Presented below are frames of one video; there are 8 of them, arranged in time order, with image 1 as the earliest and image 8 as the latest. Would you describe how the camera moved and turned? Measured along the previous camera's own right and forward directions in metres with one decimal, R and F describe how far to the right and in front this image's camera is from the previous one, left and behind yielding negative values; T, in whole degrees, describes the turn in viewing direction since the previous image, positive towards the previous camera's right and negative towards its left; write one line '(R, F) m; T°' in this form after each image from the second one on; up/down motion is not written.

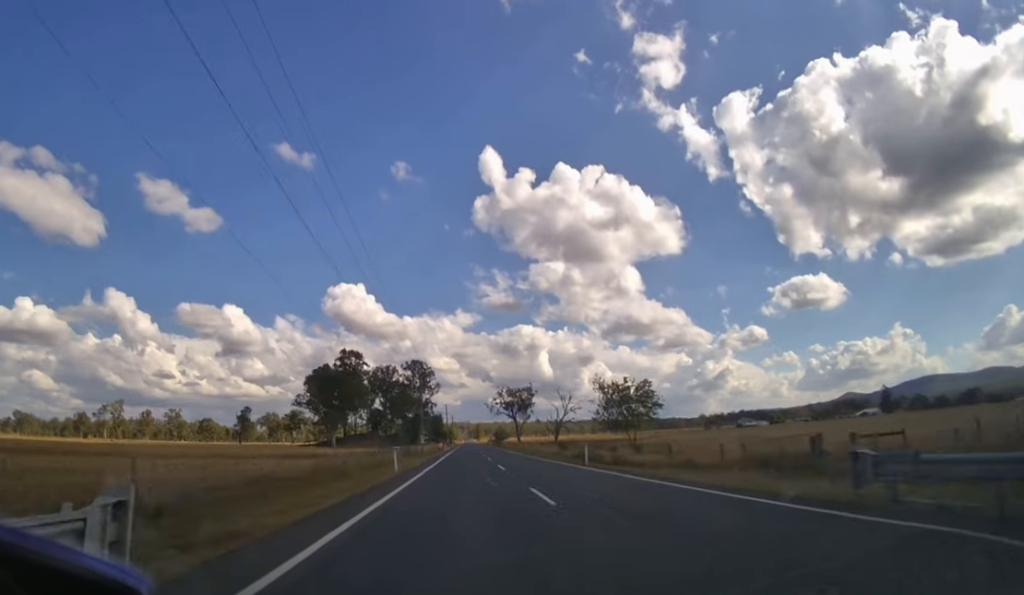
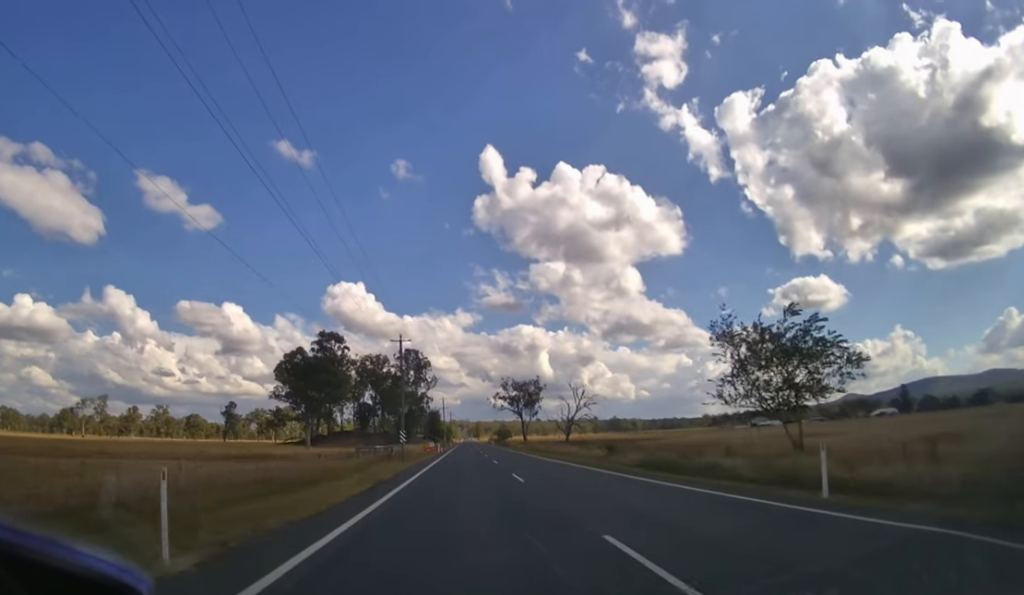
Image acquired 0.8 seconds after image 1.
(0.0, +19.2) m; 0°
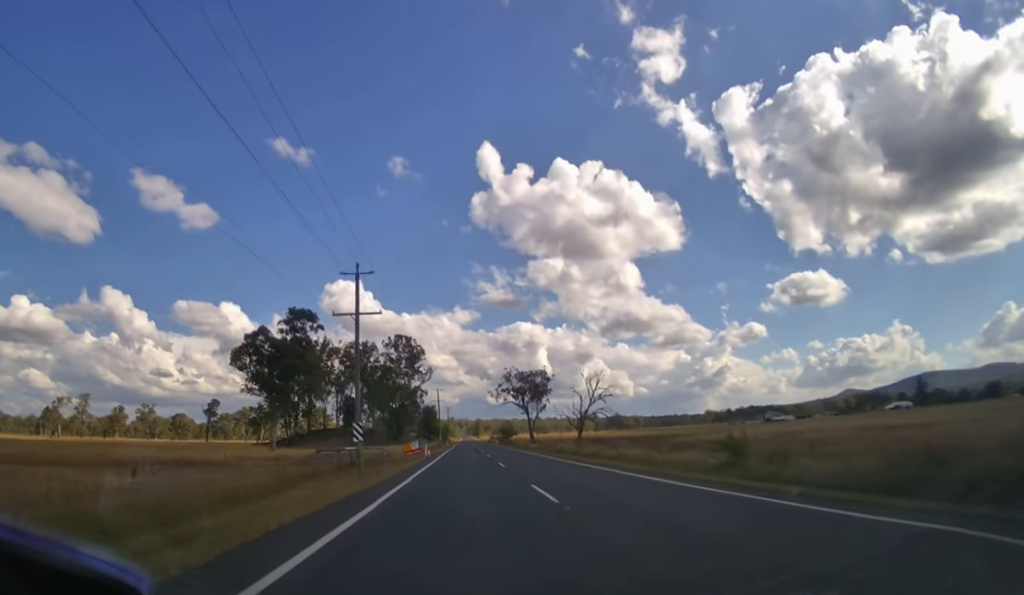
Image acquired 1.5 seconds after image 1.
(0.0, +16.2) m; 0°
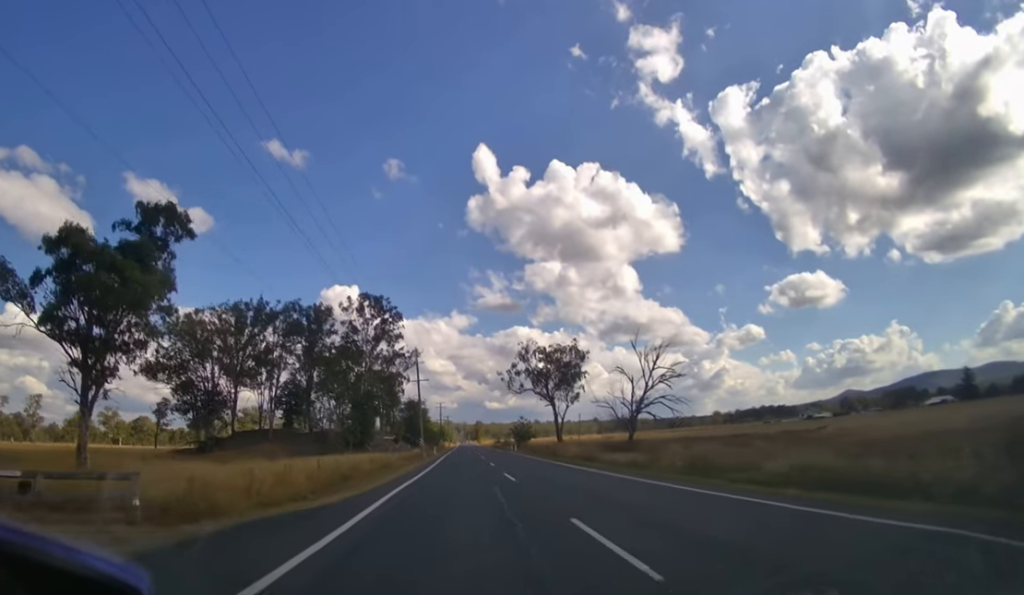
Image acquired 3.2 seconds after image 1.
(+0.1, +36.5) m; 0°
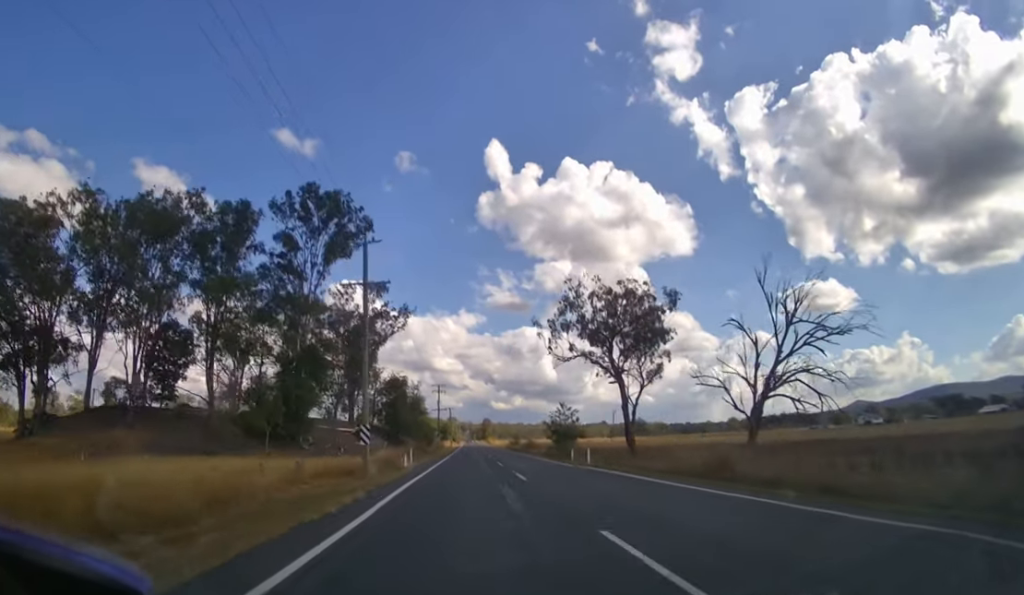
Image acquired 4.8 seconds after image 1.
(-0.1, +33.2) m; 0°
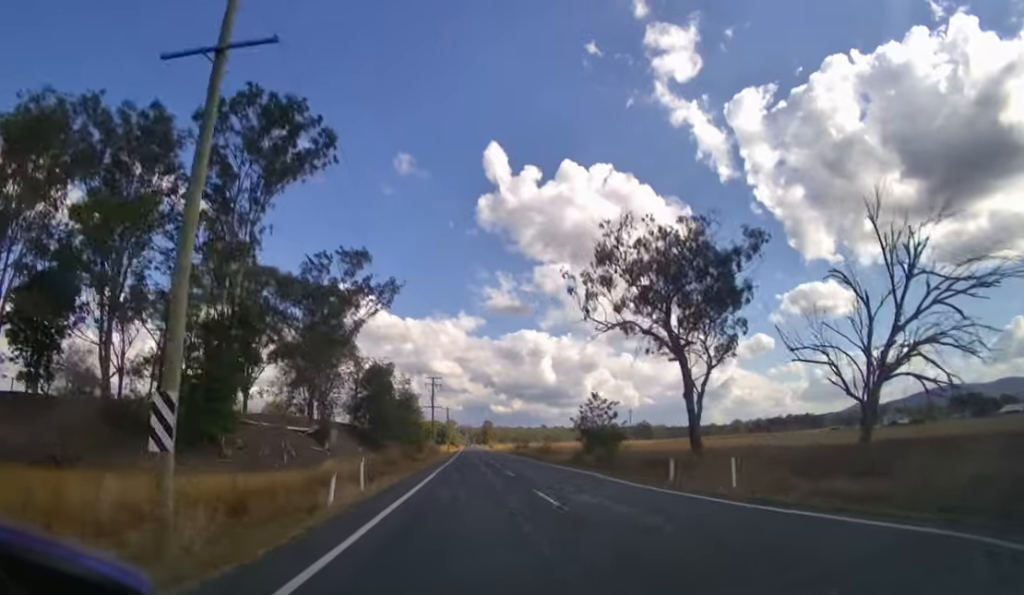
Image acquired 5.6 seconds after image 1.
(0.0, +16.5) m; 0°
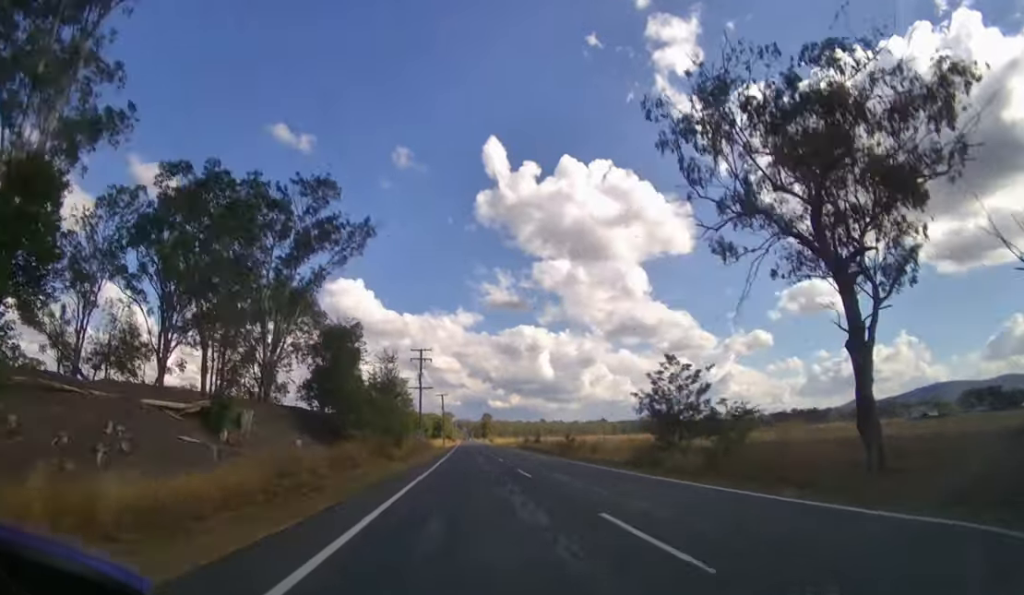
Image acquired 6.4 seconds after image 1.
(0.0, +19.3) m; 0°
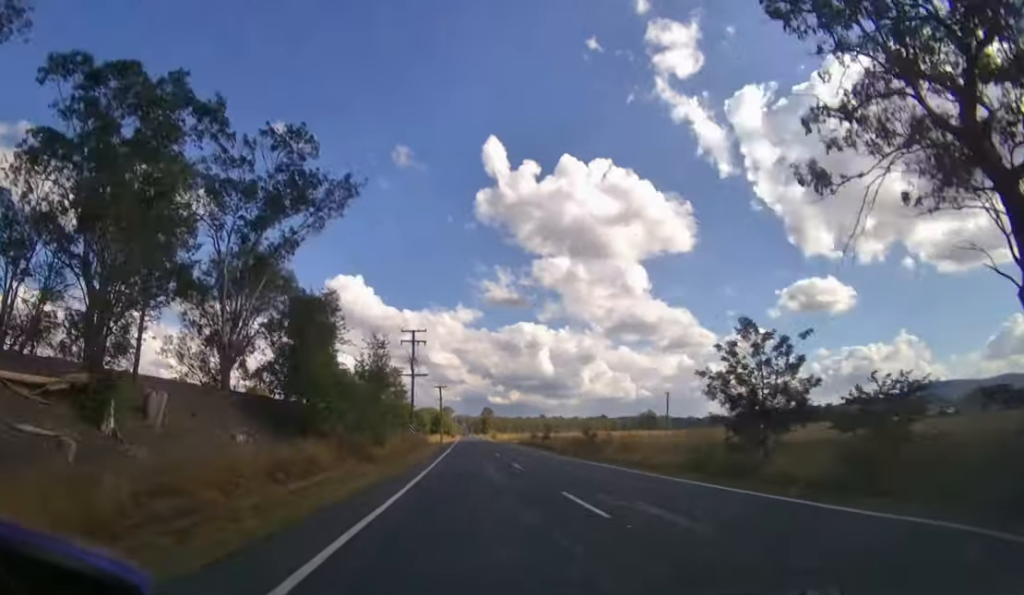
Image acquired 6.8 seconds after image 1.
(0.0, +9.4) m; 0°
